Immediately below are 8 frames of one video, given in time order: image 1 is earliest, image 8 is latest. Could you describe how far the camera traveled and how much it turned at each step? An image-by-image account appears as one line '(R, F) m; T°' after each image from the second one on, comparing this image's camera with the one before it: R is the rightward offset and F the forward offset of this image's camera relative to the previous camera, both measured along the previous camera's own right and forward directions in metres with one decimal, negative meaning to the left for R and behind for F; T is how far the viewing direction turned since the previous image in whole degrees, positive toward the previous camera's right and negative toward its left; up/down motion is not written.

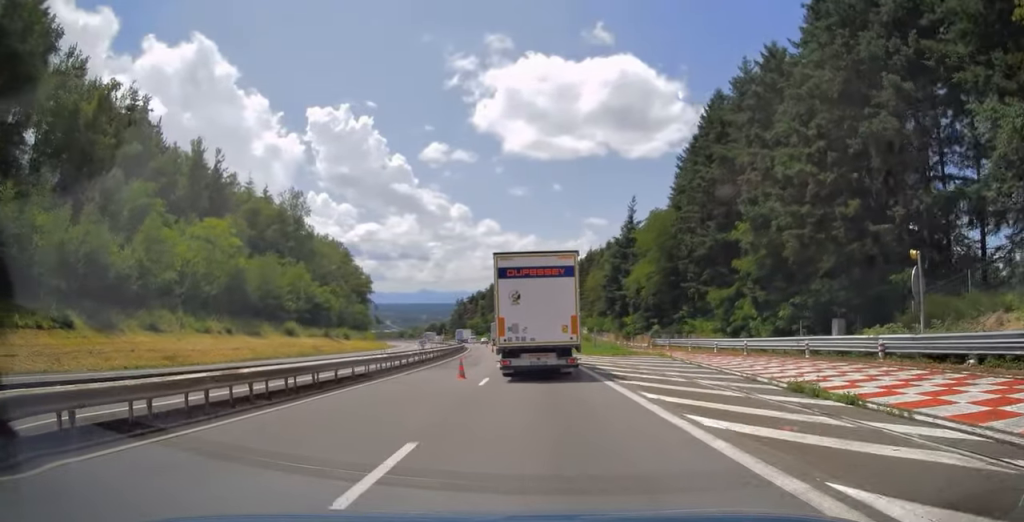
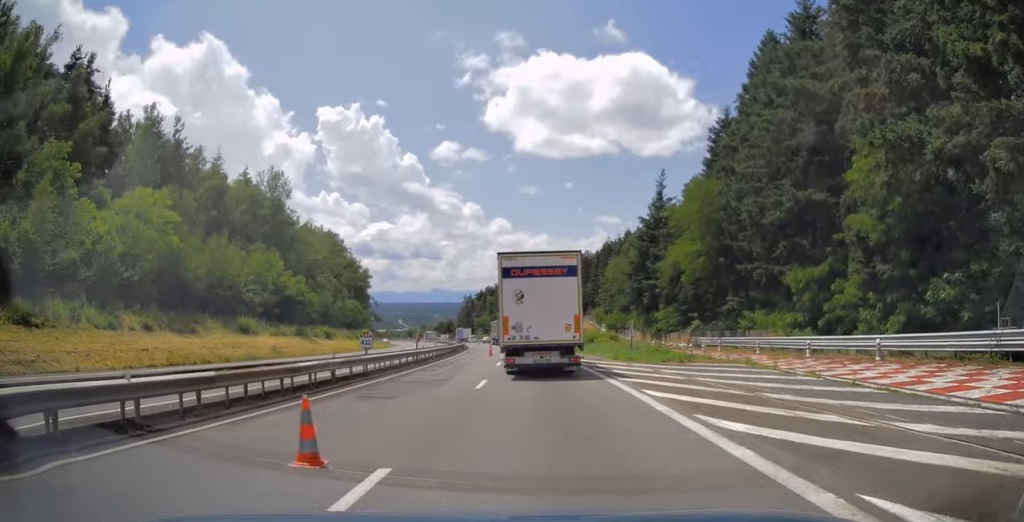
(-0.3, +14.5) m; -1°
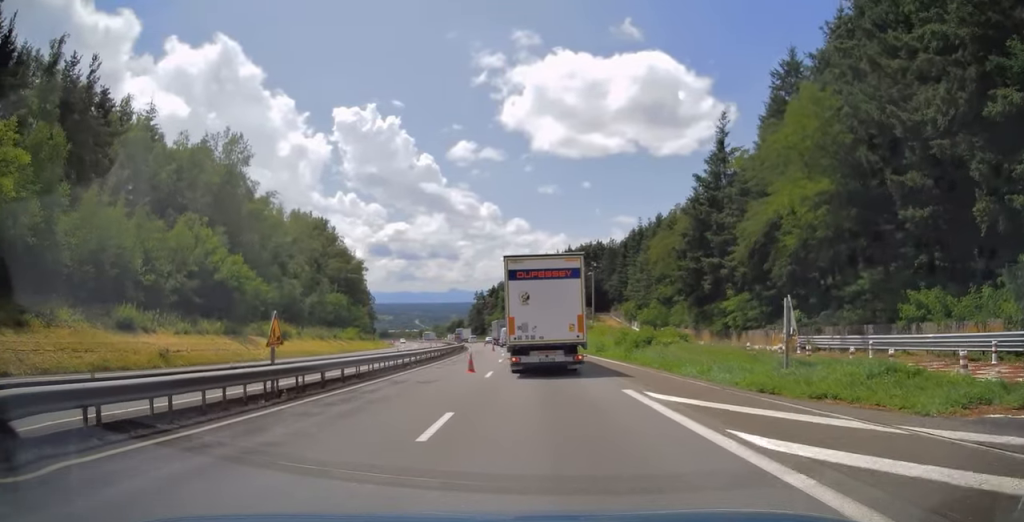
(0.0, +21.3) m; -2°
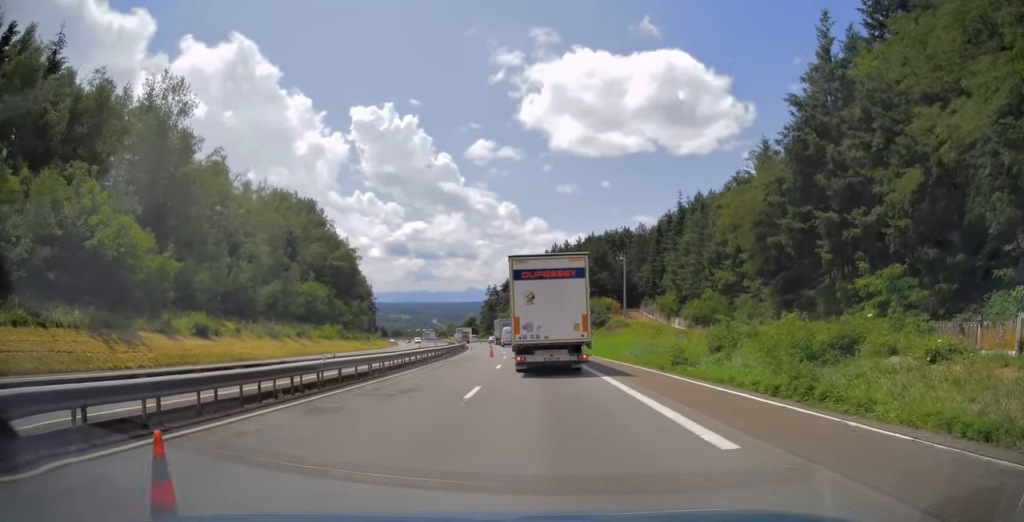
(-0.6, +20.4) m; -2°
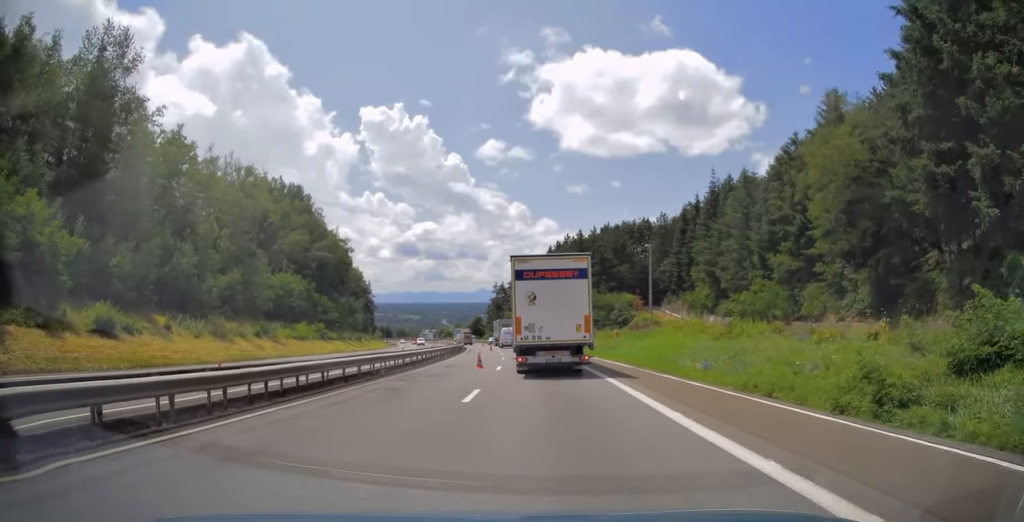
(0.0, +13.7) m; 0°
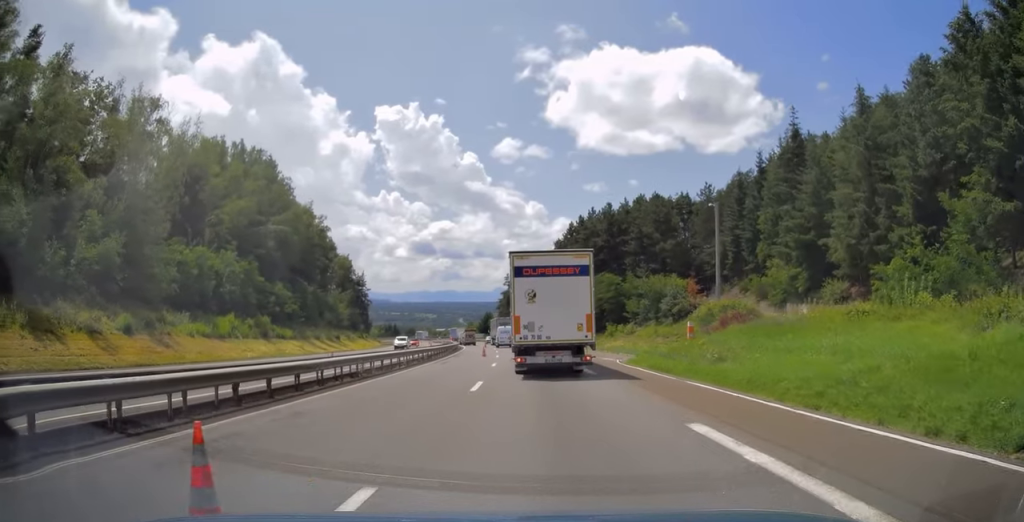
(0.0, +23.6) m; -2°
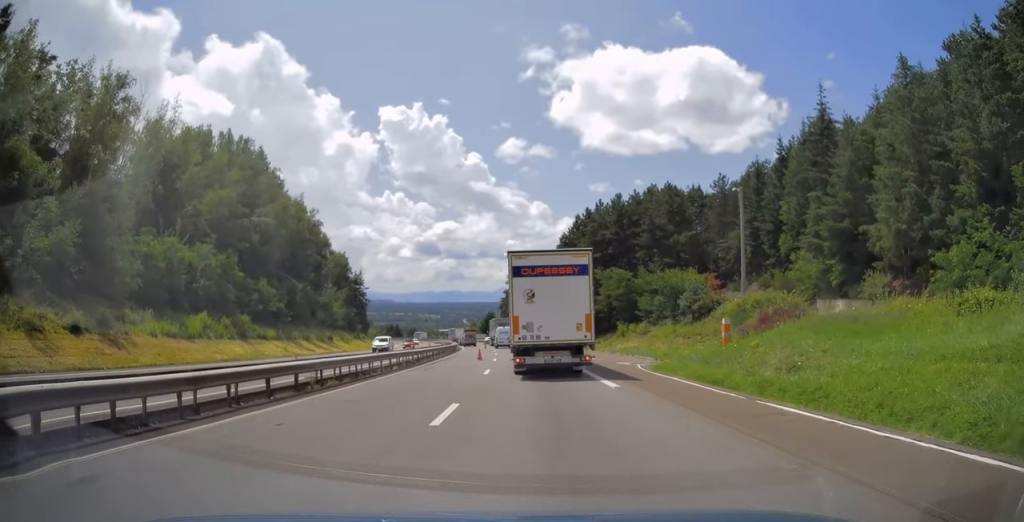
(-0.2, +5.9) m; -1°
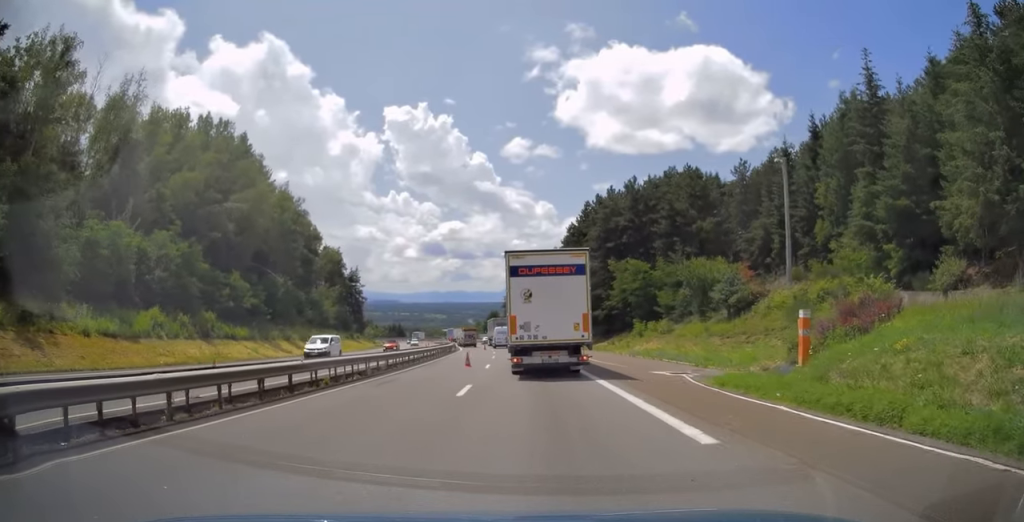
(-0.2, +8.3) m; -1°
